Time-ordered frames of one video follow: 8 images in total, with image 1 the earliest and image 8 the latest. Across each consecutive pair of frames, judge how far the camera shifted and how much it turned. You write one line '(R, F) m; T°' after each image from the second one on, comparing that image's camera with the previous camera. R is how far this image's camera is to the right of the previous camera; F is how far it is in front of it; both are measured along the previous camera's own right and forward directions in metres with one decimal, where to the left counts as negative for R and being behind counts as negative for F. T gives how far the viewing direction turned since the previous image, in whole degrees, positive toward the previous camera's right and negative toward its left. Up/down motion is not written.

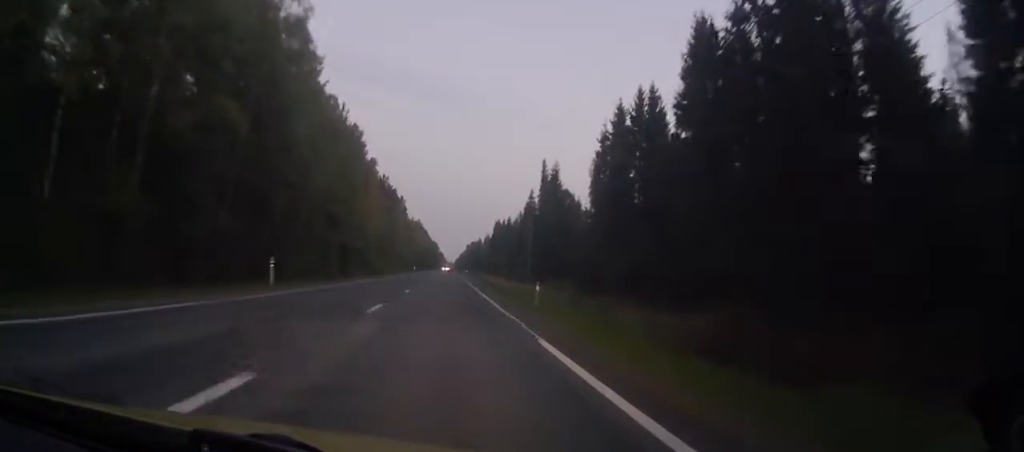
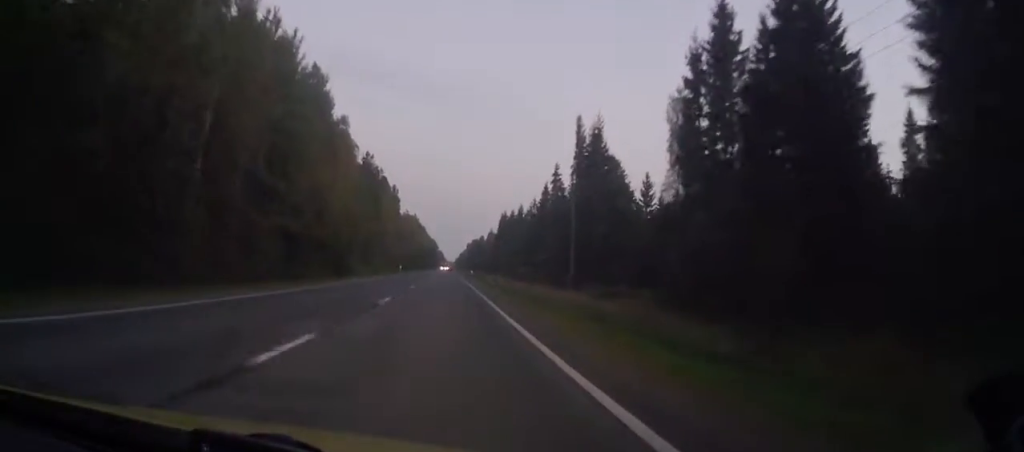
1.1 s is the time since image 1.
(-0.3, +31.7) m; 0°
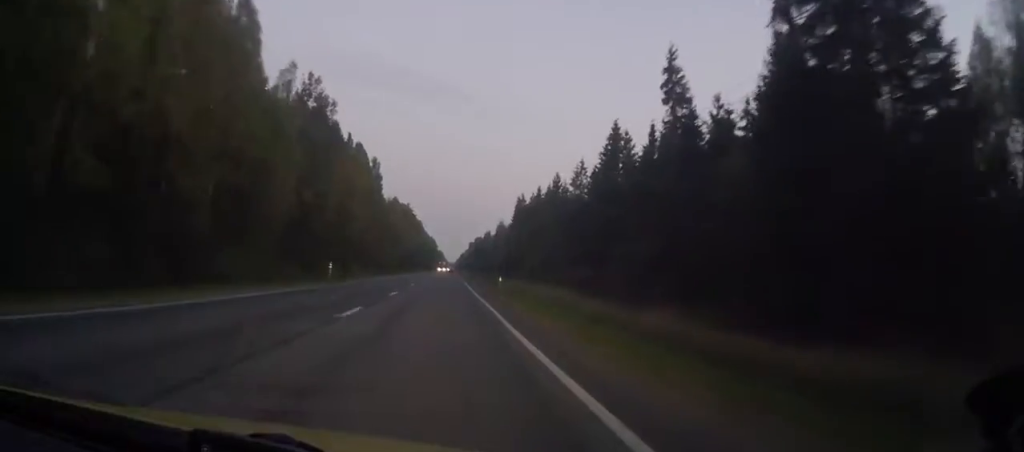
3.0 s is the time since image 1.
(0.0, +53.5) m; 0°
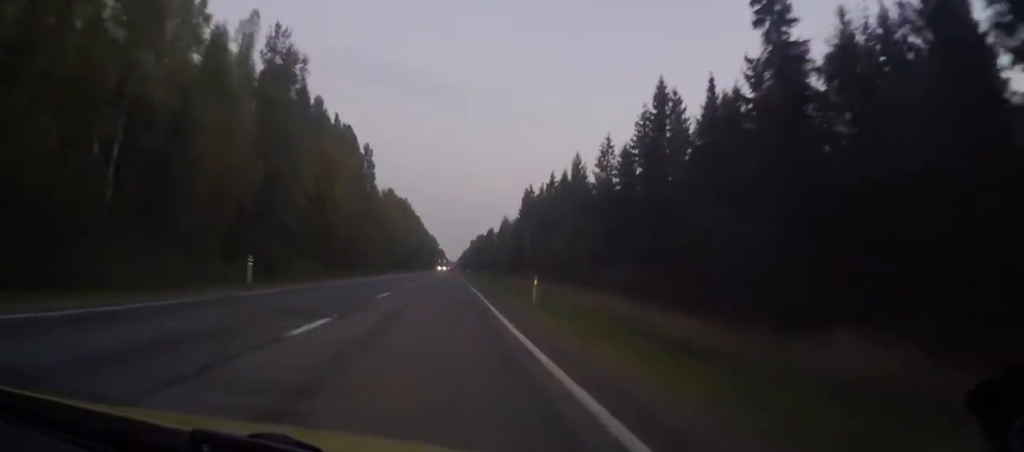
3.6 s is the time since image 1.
(+0.1, +16.0) m; 0°
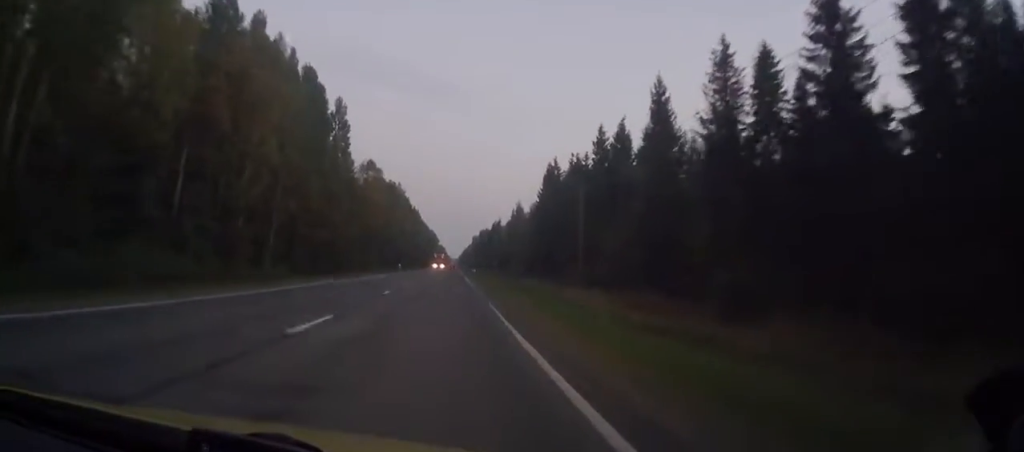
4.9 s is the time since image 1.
(0.0, +35.8) m; 0°
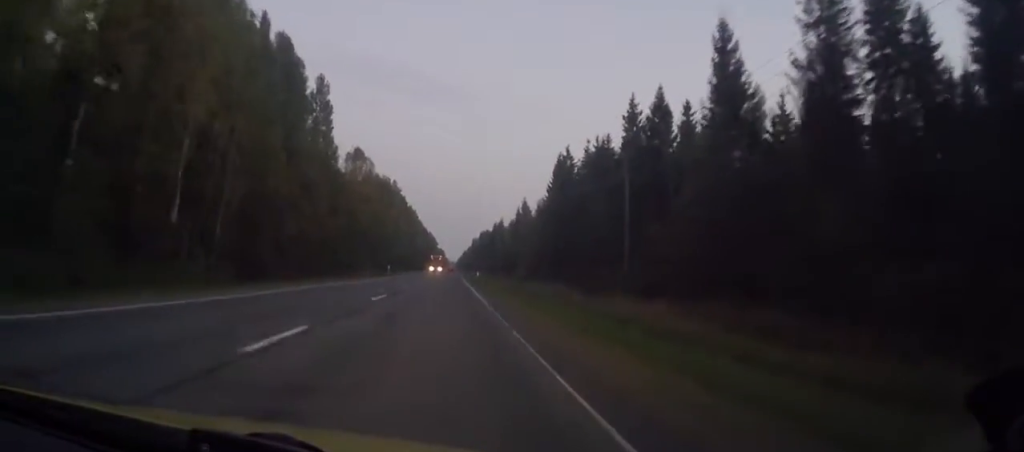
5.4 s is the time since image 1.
(0.0, +14.1) m; 0°
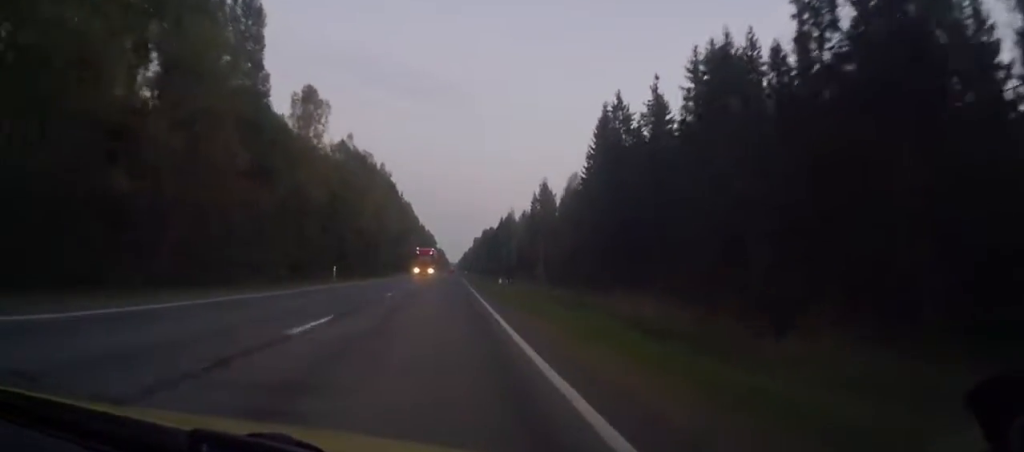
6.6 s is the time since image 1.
(0.0, +33.7) m; 0°
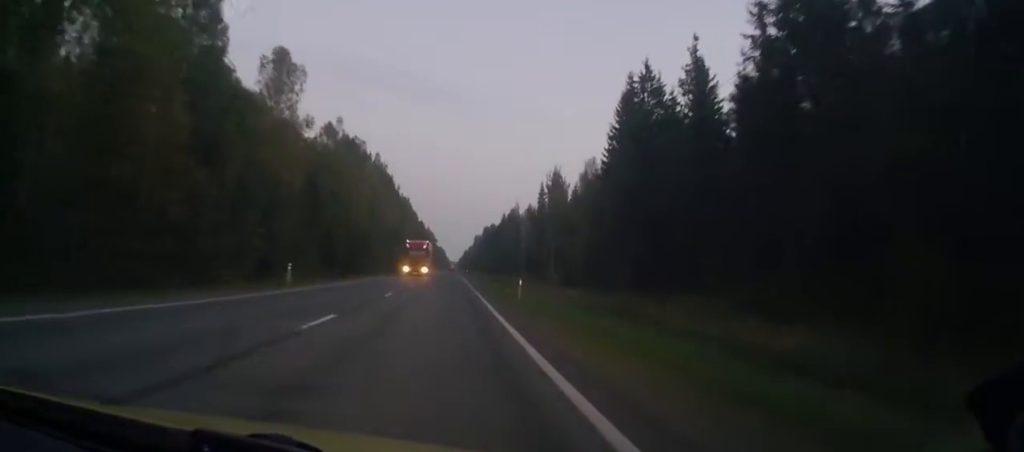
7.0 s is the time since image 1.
(0.0, +11.2) m; 0°
